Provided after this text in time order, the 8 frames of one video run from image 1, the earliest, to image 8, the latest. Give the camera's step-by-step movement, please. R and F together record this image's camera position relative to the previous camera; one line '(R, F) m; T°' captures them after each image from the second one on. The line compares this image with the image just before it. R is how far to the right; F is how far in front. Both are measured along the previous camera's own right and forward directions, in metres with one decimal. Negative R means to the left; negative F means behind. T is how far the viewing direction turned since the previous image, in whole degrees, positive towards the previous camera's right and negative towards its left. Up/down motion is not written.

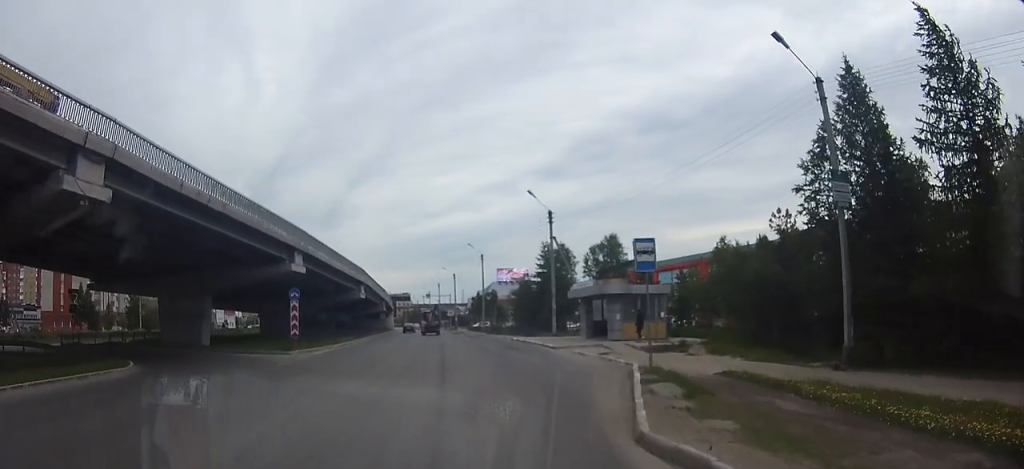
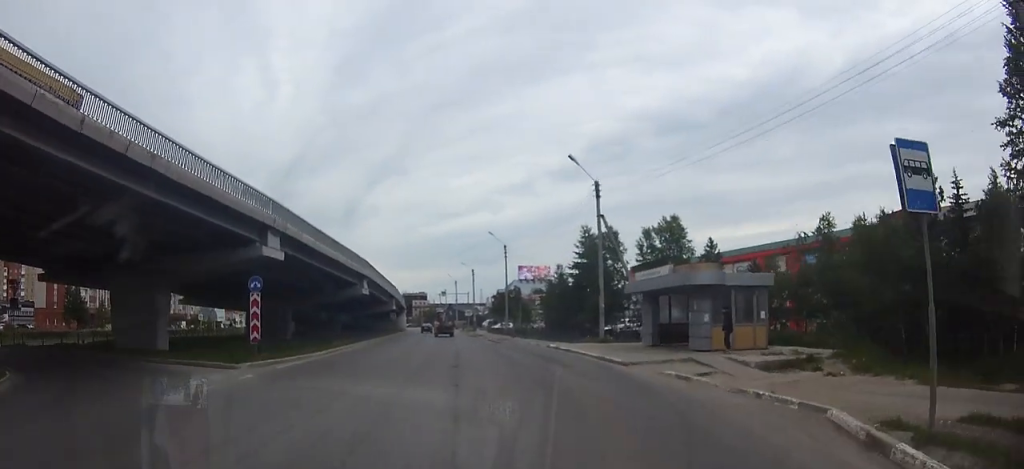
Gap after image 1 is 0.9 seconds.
(-0.1, +10.1) m; -1°
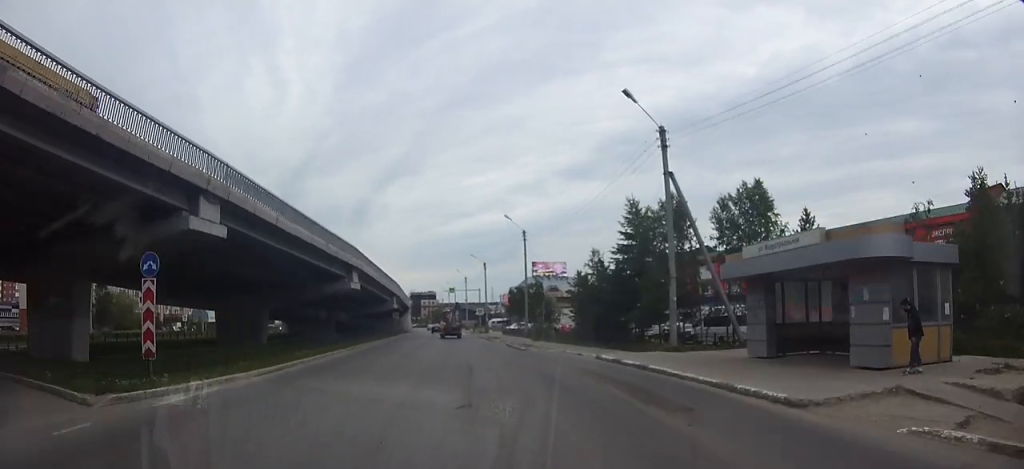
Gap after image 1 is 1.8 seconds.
(-0.1, +10.8) m; -1°
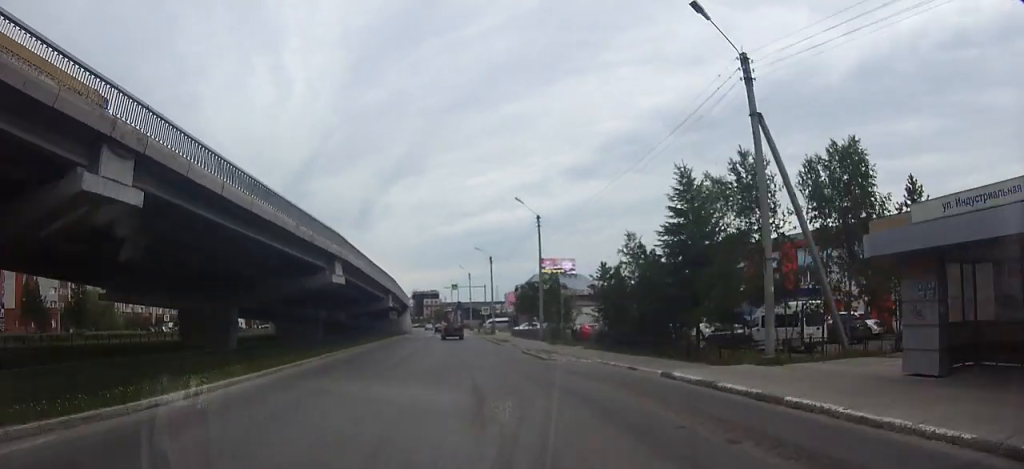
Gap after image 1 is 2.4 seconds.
(-0.1, +8.1) m; -1°
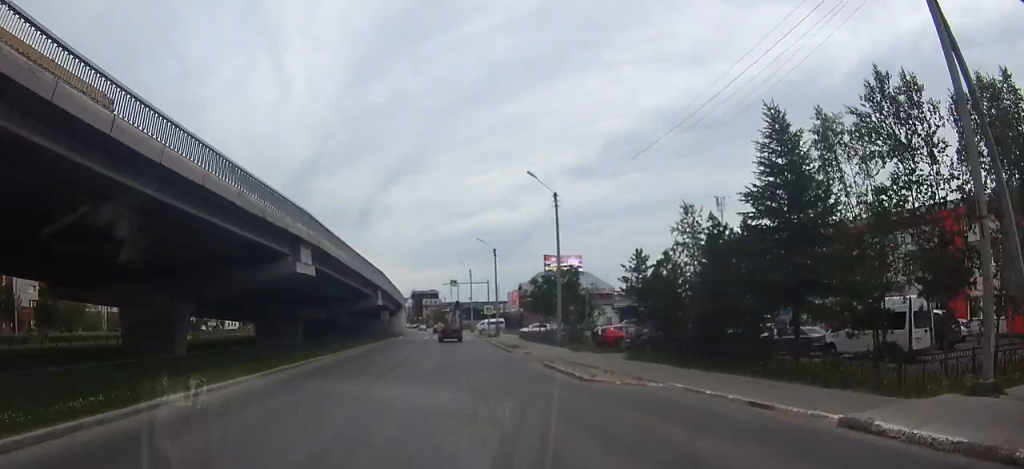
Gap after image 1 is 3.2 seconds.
(-0.1, +8.9) m; -1°
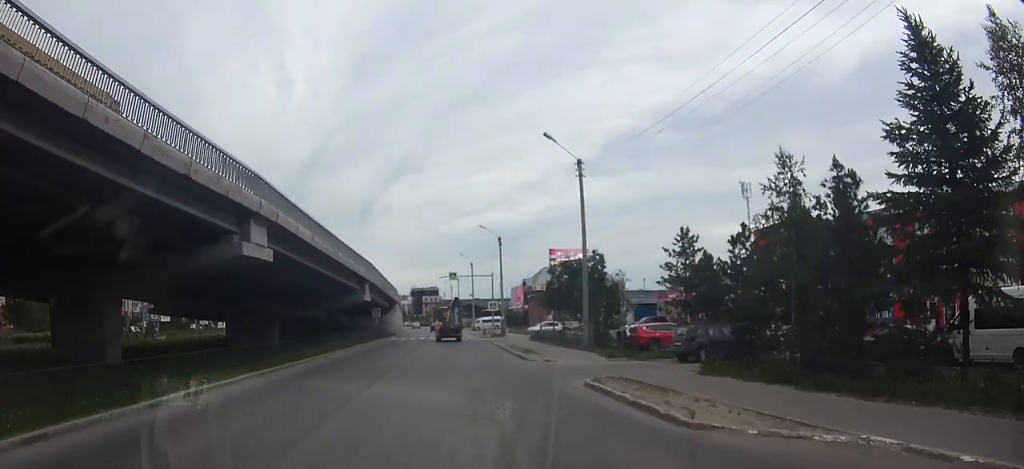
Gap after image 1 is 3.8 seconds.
(0.0, +8.1) m; 0°
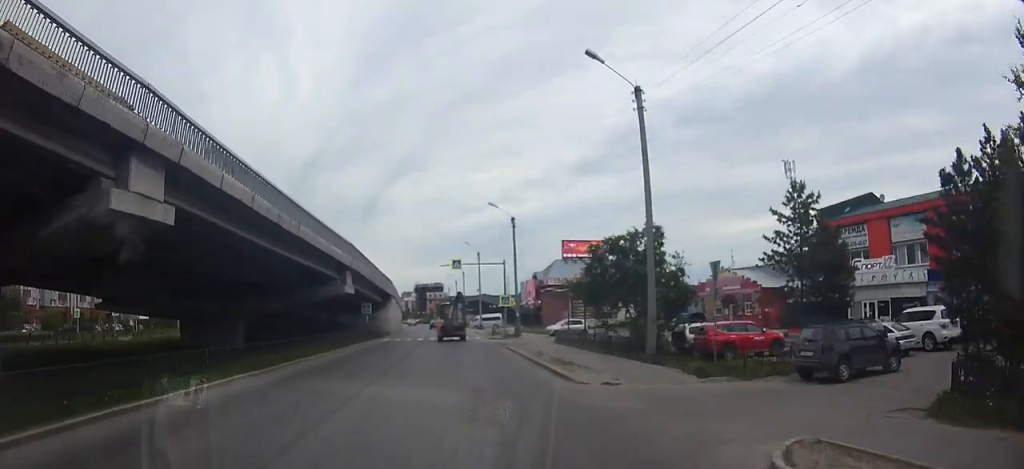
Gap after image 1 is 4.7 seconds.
(0.0, +10.5) m; 0°
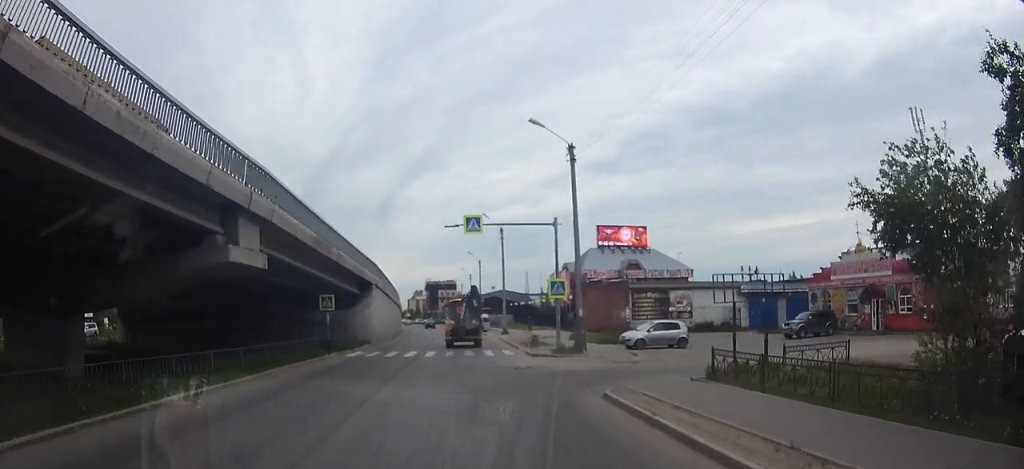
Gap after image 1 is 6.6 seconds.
(-0.2, +22.9) m; -1°
